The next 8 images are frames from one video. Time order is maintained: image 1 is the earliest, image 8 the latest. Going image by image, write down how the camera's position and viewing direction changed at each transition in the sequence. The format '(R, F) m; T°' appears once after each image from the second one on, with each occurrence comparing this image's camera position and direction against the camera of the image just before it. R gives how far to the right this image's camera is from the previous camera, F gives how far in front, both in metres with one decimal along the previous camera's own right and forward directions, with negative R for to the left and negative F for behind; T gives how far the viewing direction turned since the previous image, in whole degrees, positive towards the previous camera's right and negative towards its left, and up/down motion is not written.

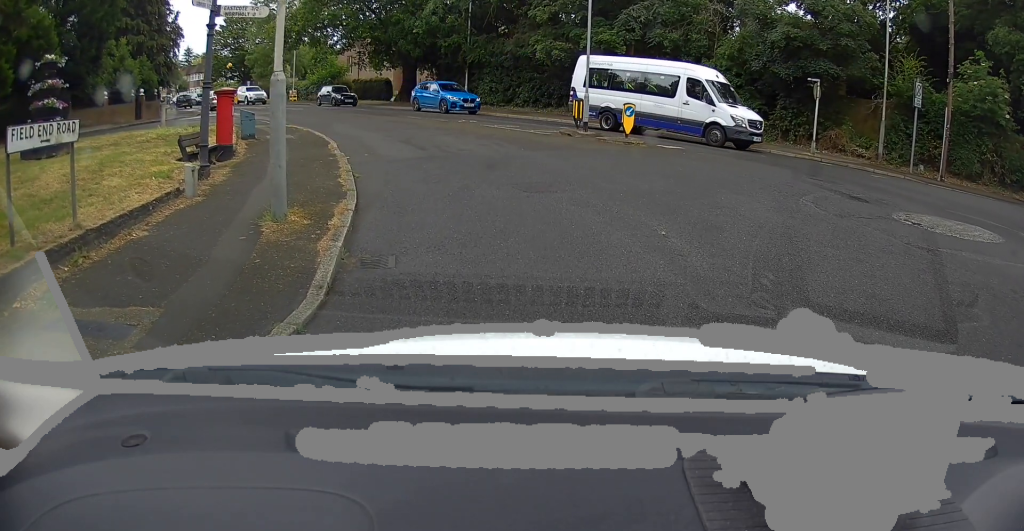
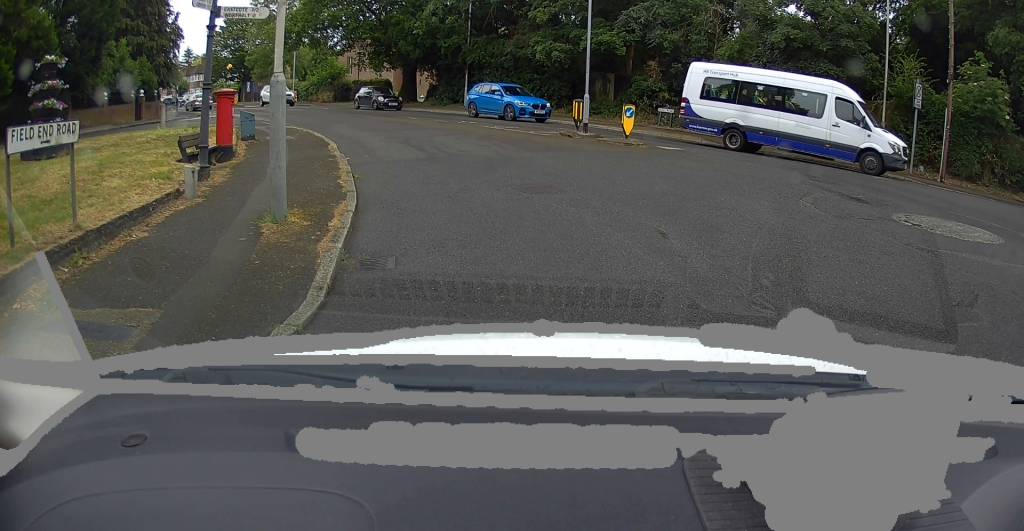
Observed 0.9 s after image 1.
(-0.1, +0.2) m; 0°
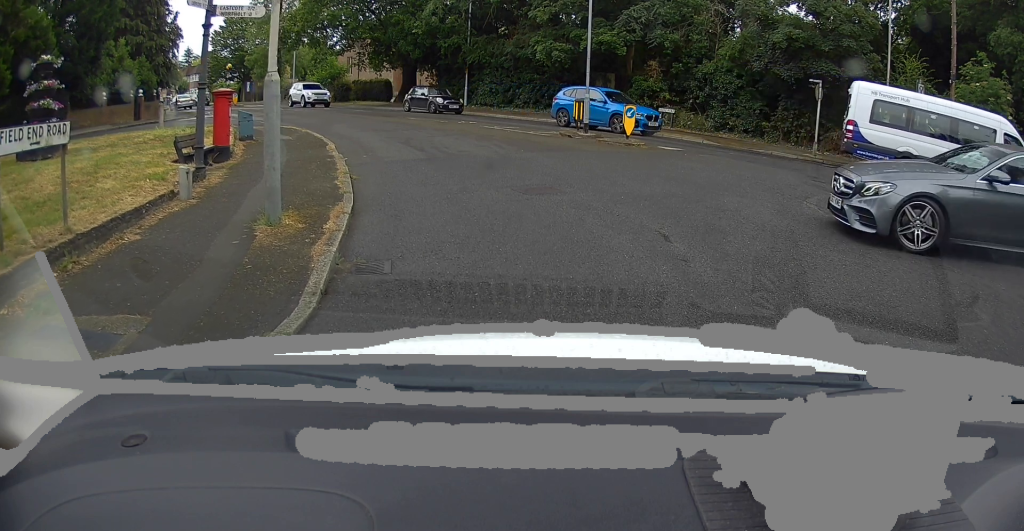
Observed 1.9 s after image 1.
(0.0, 0.0) m; 0°
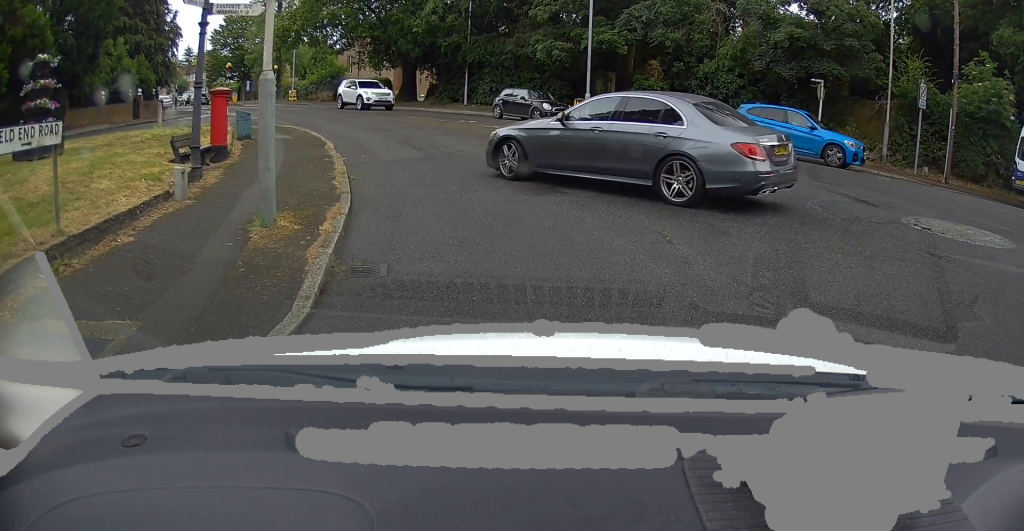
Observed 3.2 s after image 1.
(+0.1, +0.3) m; 0°
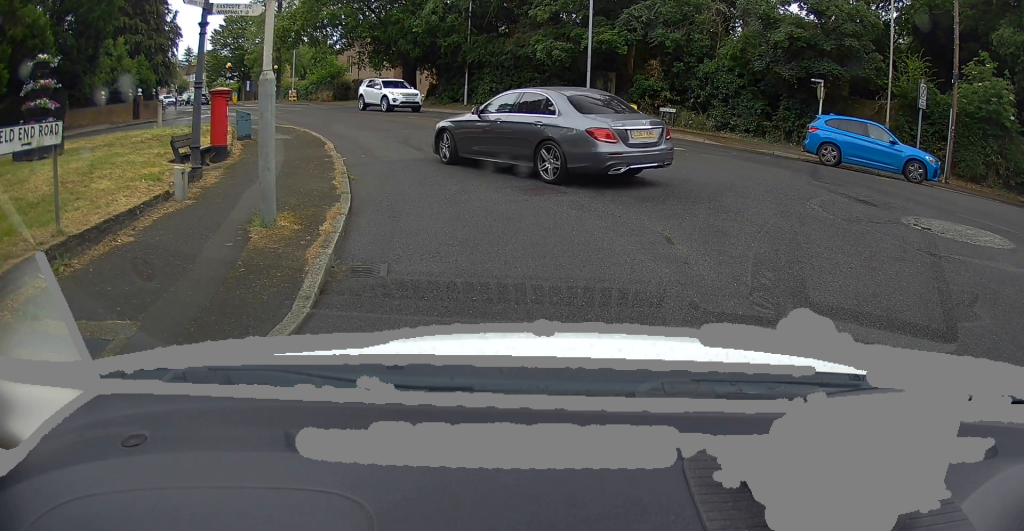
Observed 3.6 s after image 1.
(0.0, 0.0) m; 0°
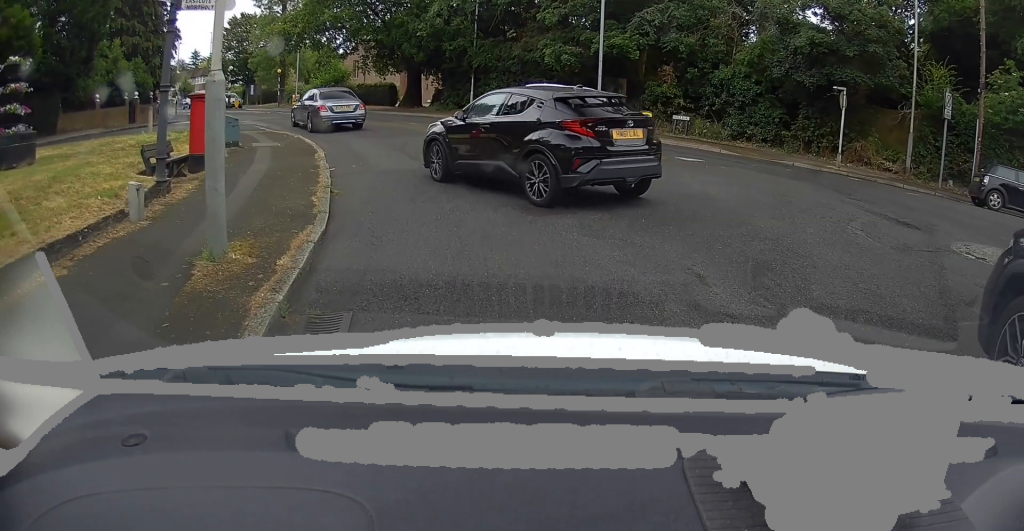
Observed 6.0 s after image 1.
(+0.4, +1.1) m; +5°
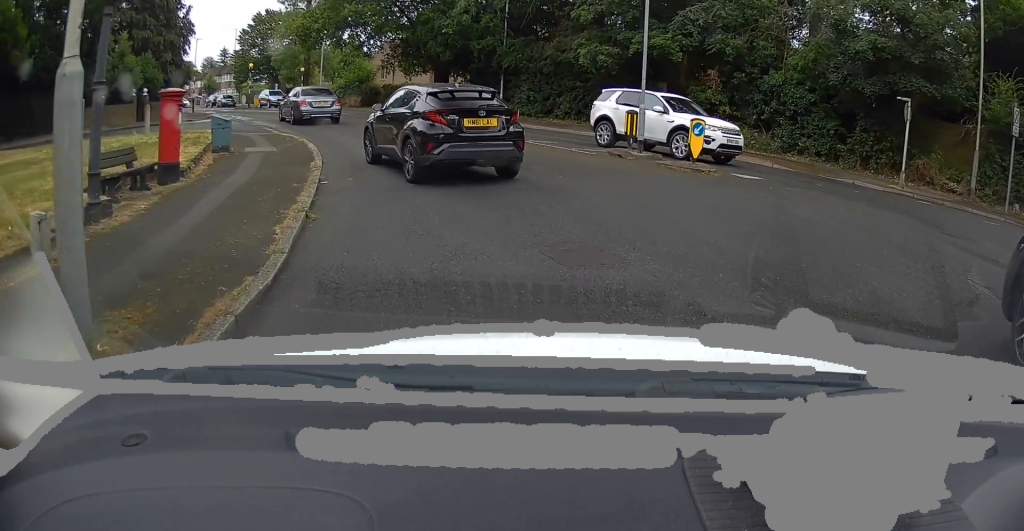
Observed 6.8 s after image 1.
(0.0, +1.8) m; -10°
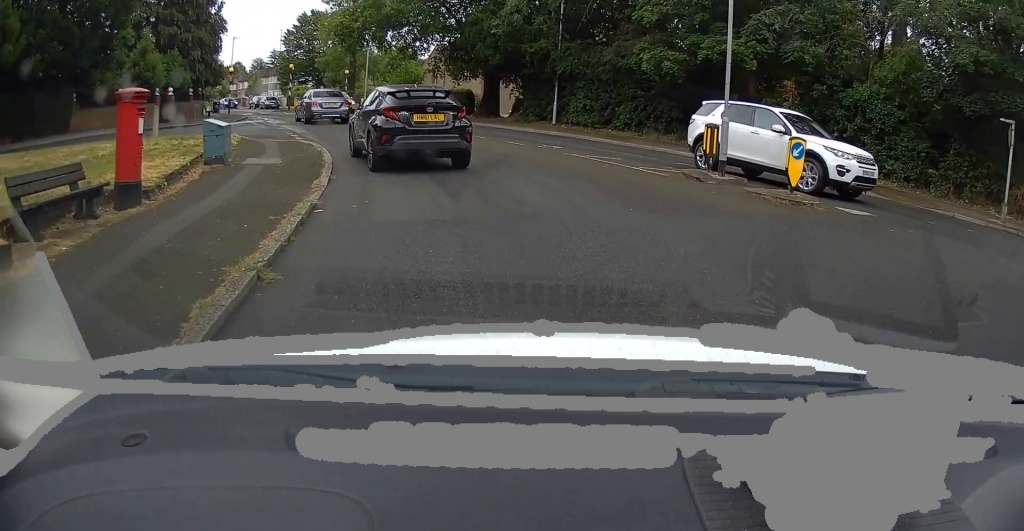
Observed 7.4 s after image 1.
(-0.2, +2.2) m; -10°
